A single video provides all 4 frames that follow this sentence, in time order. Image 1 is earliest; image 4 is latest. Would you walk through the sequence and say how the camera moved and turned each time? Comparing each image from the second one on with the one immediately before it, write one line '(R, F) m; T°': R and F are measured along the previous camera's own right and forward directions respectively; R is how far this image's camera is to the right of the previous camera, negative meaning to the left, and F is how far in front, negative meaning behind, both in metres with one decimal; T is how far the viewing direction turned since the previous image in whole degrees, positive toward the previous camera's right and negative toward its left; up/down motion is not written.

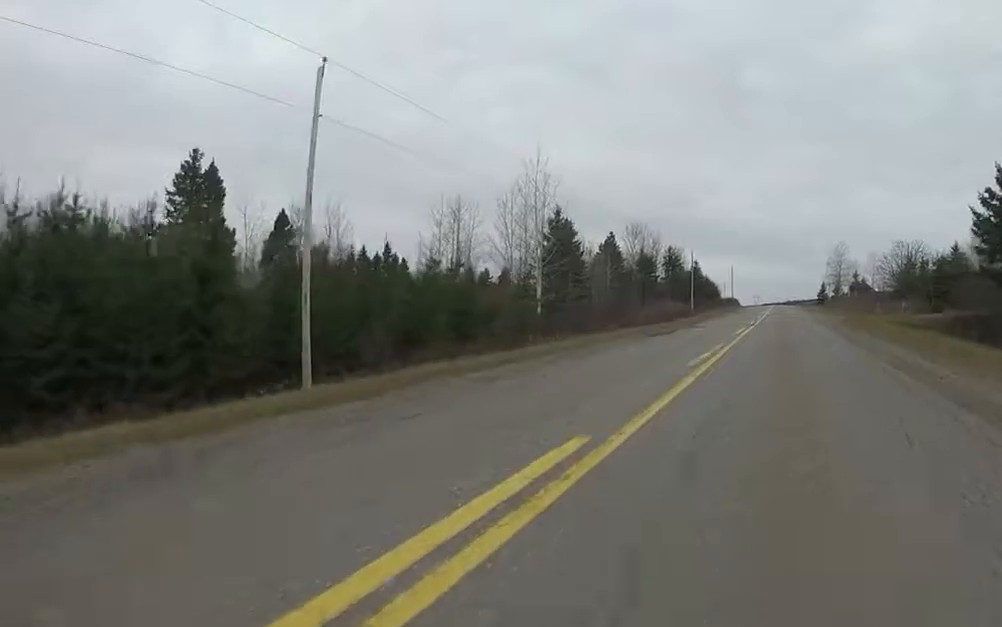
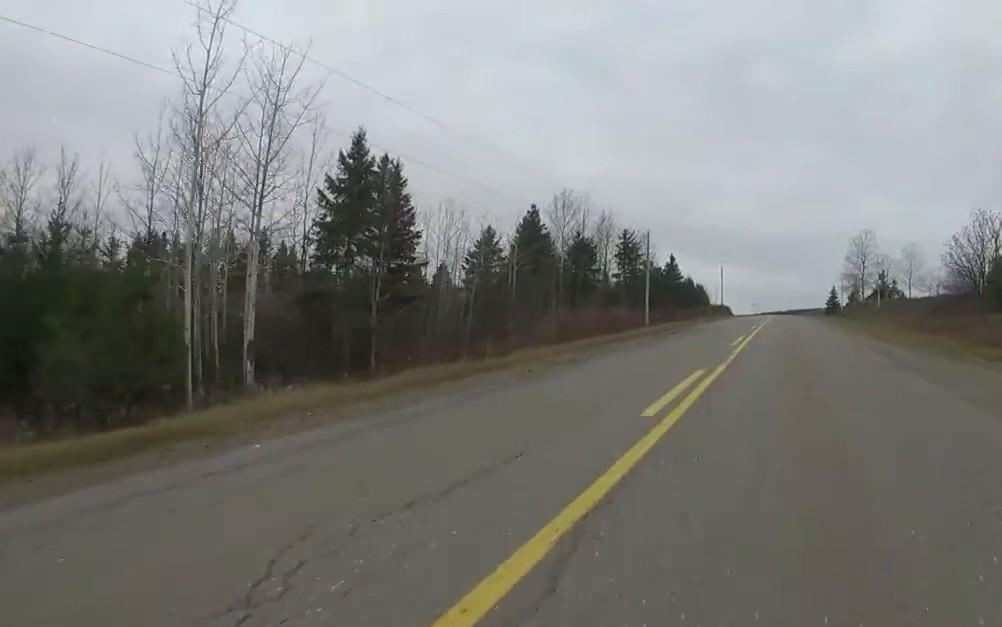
(-0.4, +28.8) m; -2°
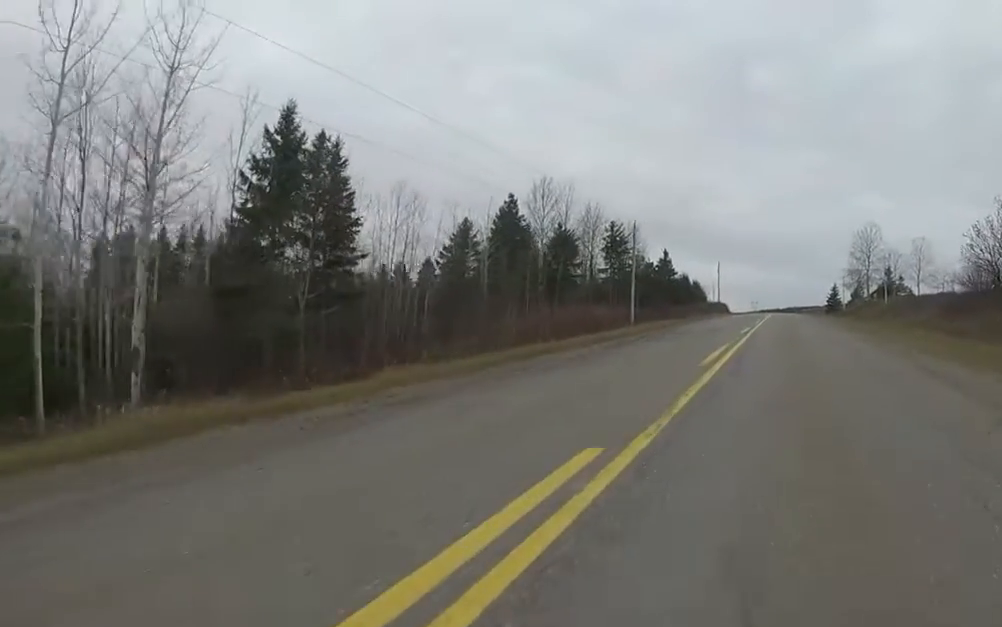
(+0.6, +4.9) m; +3°
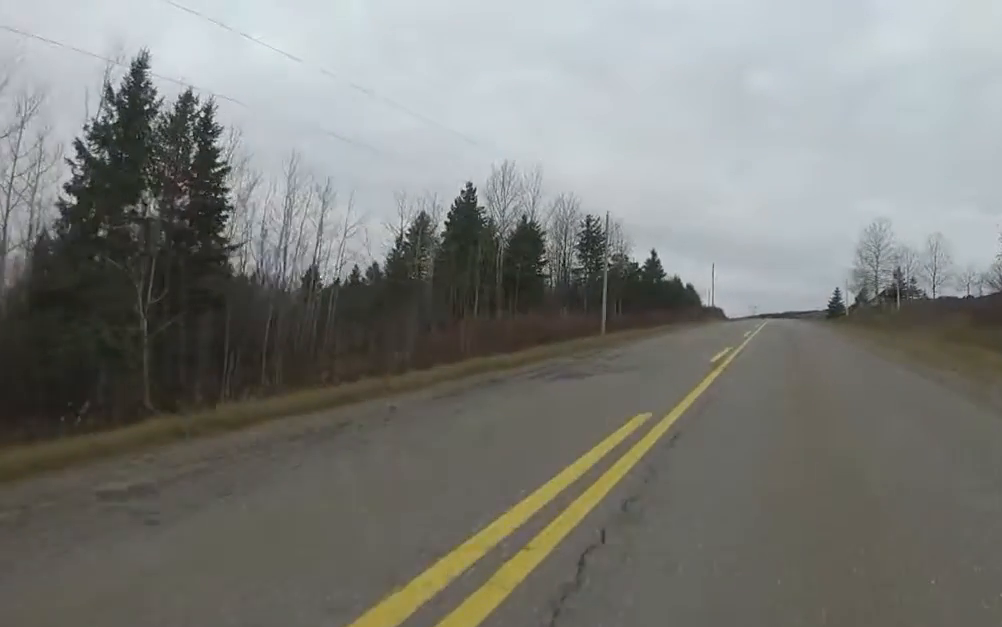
(+0.1, +7.6) m; 0°
